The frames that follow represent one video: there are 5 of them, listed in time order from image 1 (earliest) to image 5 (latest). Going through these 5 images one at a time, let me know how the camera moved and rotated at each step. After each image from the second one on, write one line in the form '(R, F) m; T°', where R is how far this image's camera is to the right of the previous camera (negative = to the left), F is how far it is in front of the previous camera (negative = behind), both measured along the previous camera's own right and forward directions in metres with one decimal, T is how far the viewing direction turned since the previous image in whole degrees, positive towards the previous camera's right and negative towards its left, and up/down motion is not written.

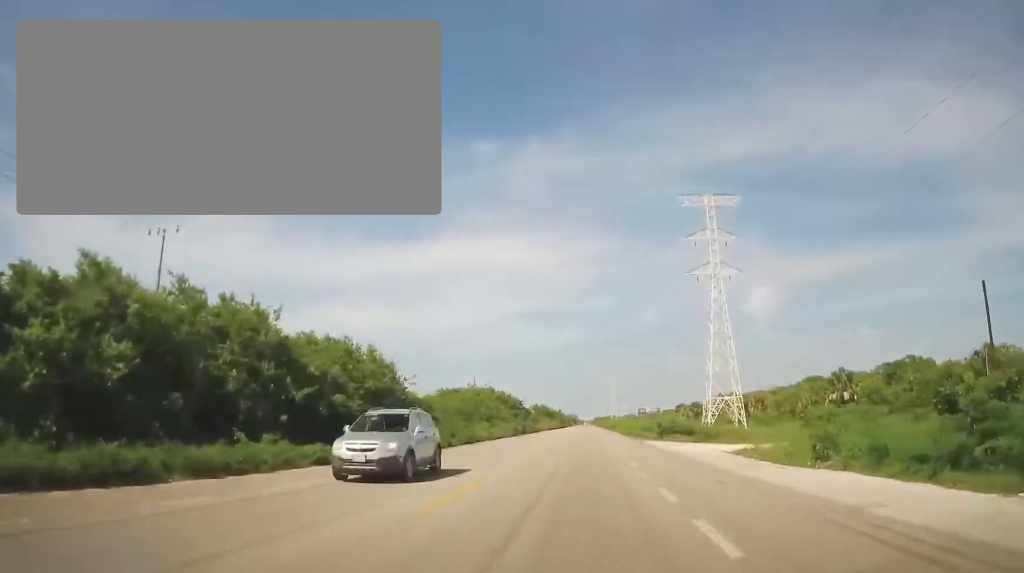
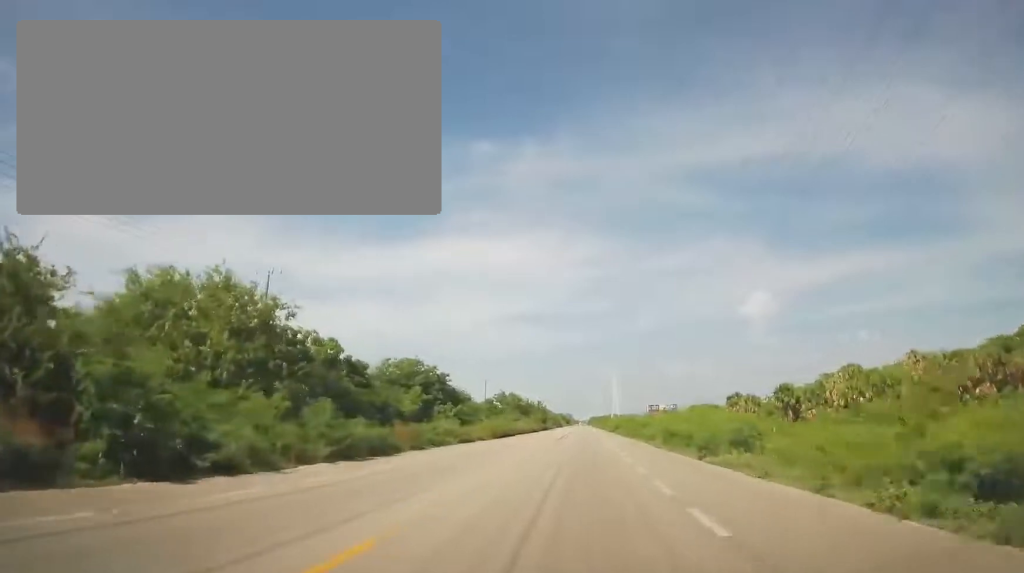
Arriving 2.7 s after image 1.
(+1.2, +74.3) m; 0°
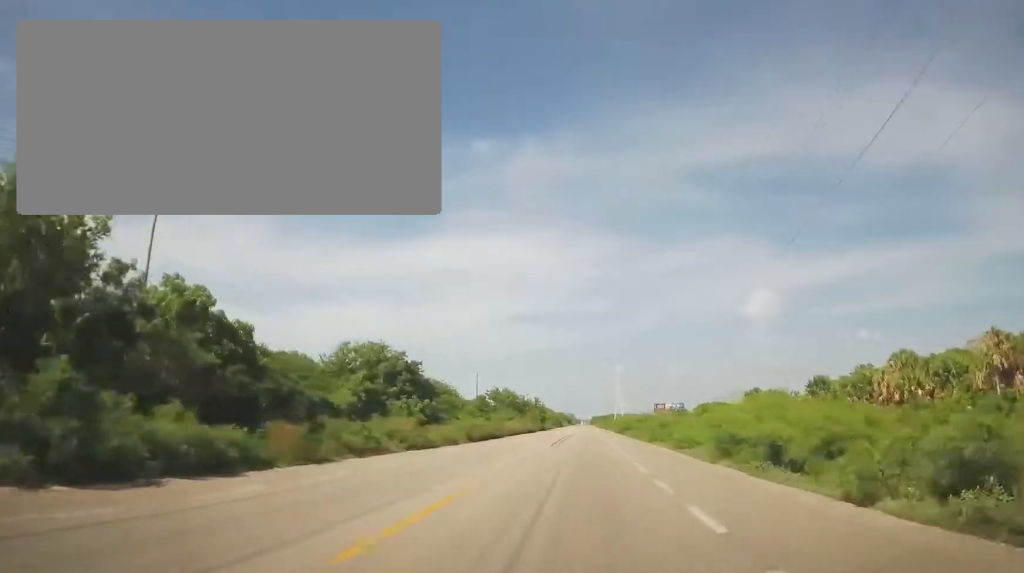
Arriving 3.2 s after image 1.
(0.0, +12.3) m; 0°
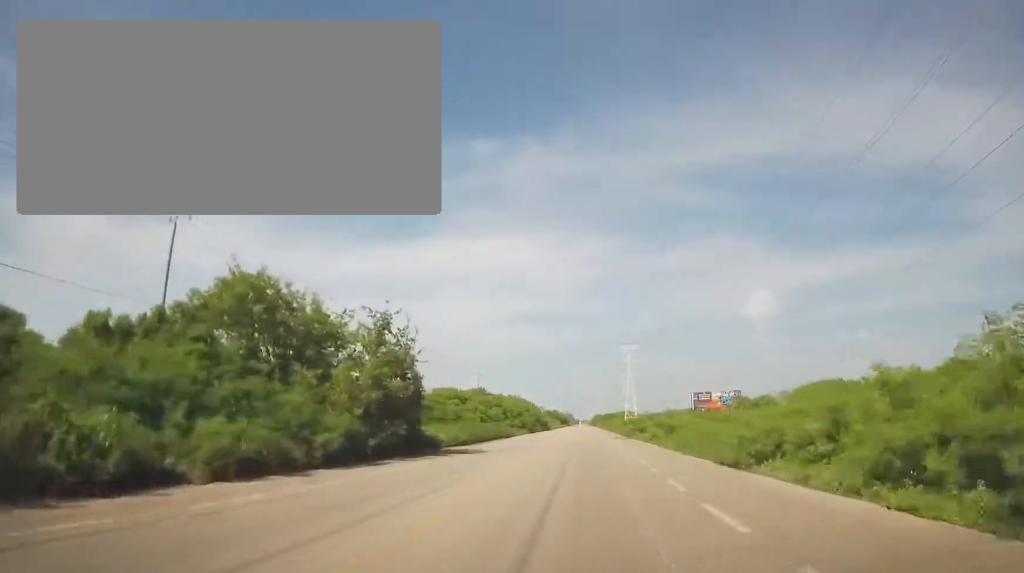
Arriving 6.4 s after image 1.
(-0.2, +87.8) m; 0°
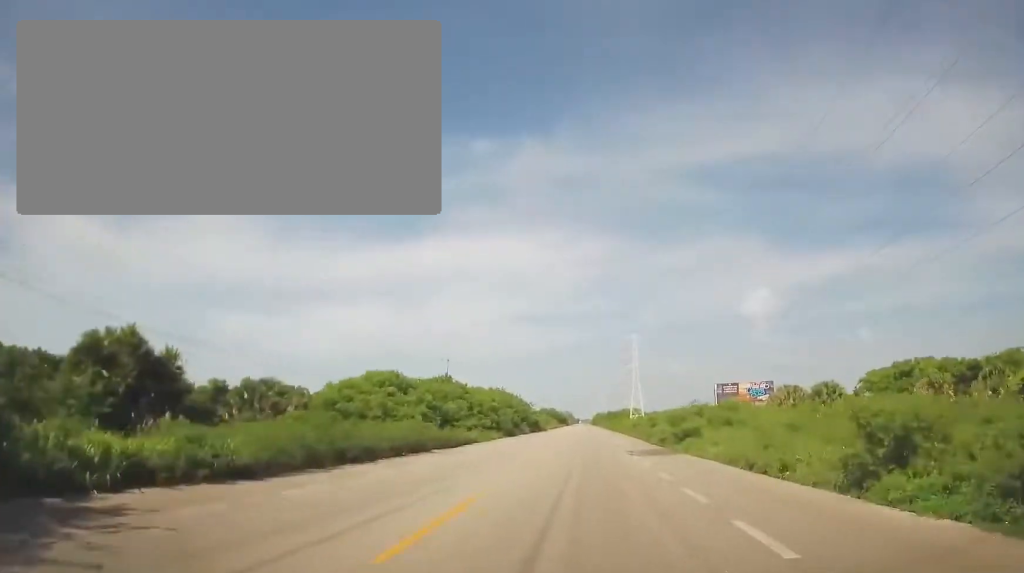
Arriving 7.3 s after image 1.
(0.0, +26.4) m; 0°
